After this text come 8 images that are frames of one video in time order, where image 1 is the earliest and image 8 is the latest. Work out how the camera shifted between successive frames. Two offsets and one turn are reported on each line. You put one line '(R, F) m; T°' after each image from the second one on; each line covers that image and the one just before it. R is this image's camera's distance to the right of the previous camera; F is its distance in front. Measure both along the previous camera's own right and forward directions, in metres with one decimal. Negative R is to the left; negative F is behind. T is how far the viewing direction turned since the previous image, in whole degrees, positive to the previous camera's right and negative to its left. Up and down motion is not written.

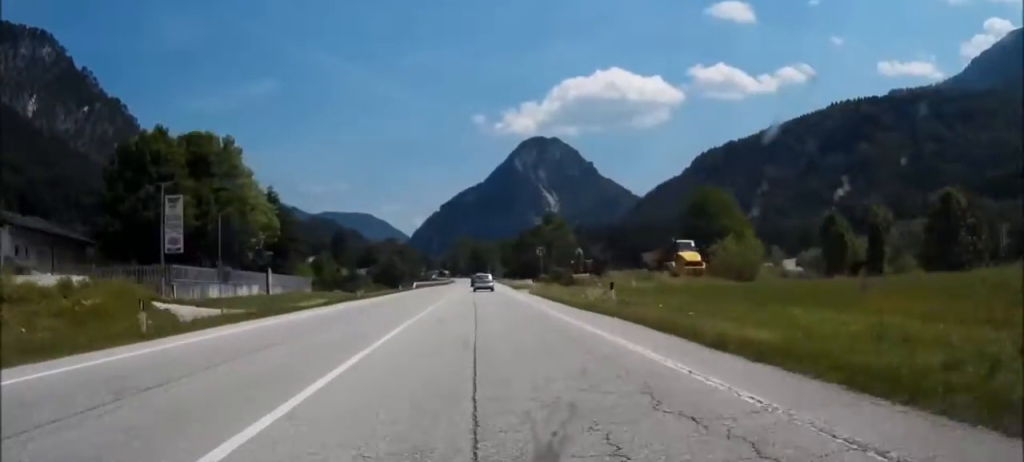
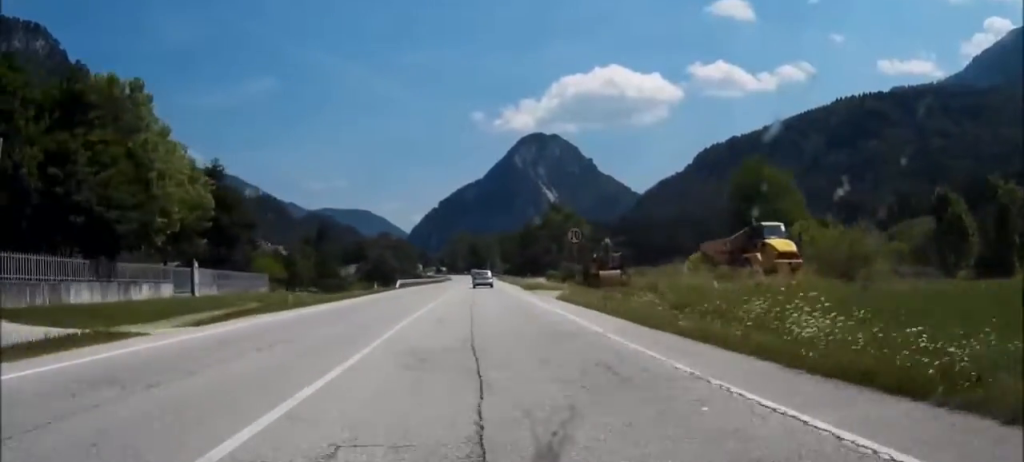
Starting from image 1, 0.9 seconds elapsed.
(+0.1, +17.5) m; 0°
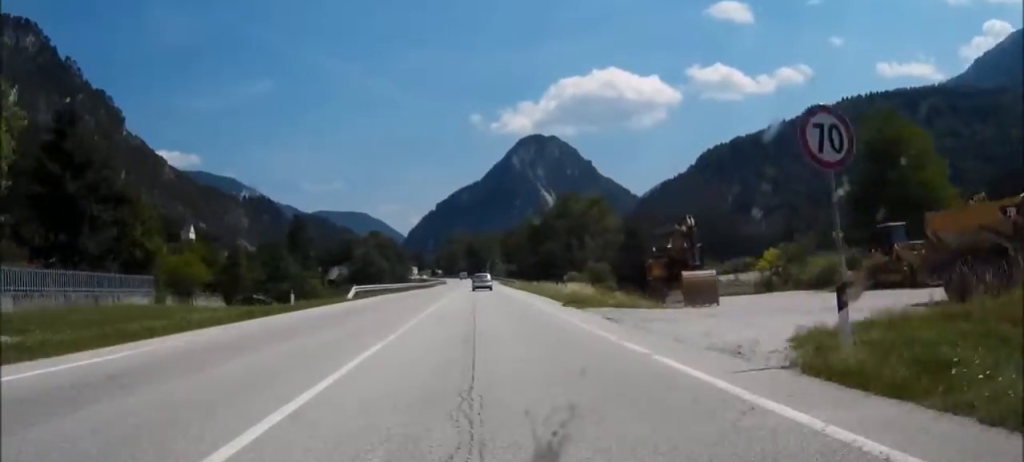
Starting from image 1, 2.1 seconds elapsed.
(0.0, +25.4) m; 0°
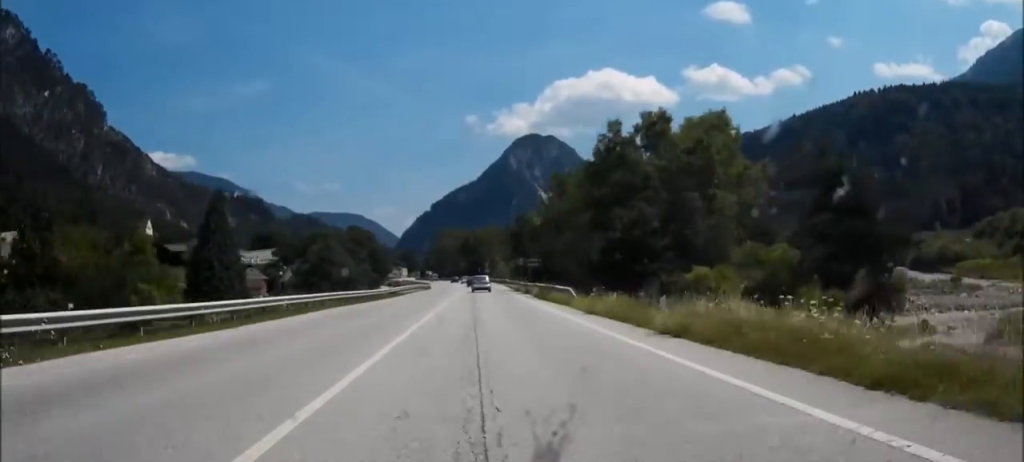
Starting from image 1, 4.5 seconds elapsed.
(-0.1, +47.8) m; 0°
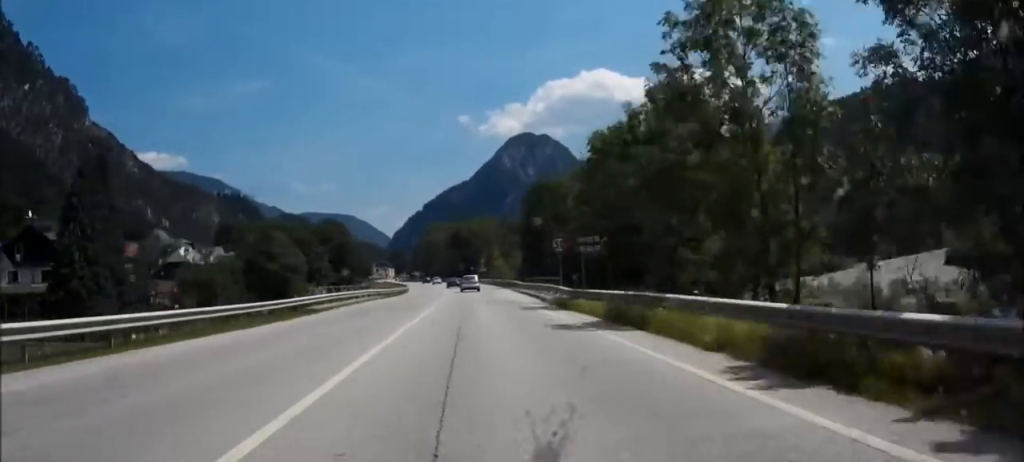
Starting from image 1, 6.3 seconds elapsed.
(+0.1, +35.3) m; 0°
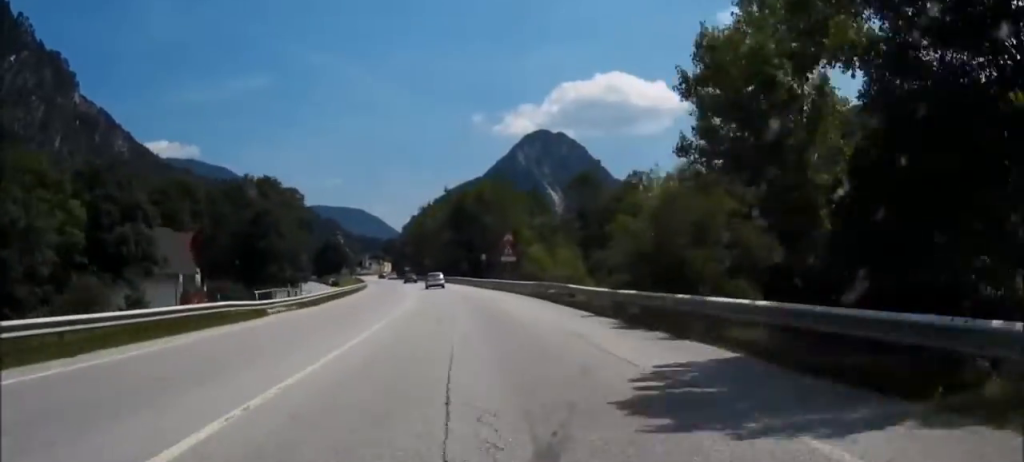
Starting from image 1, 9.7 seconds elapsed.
(-0.1, +62.3) m; -1°
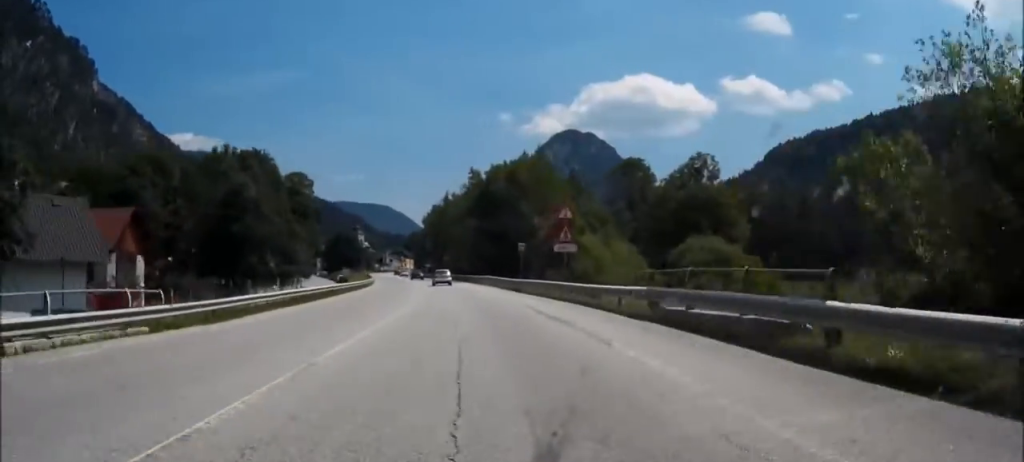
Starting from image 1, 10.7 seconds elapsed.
(-0.2, +17.4) m; -1°
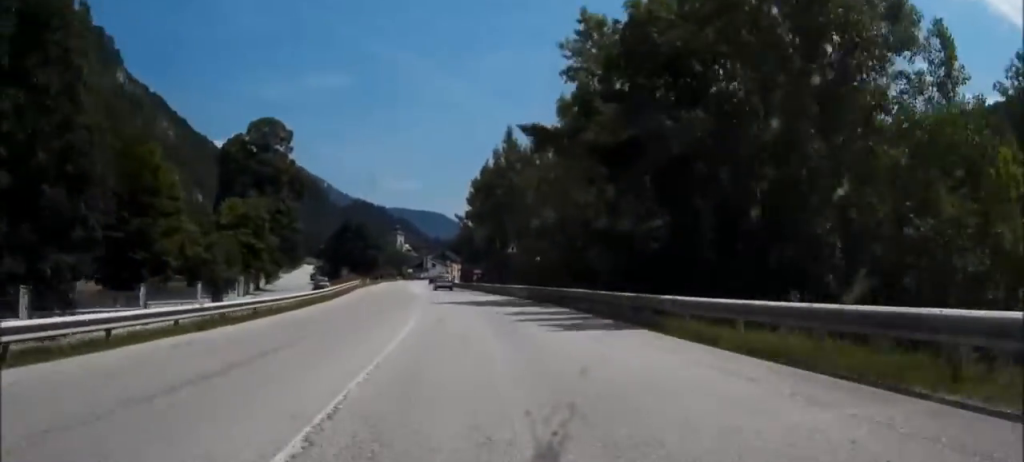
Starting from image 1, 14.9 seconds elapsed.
(-2.3, +71.5) m; -3°
